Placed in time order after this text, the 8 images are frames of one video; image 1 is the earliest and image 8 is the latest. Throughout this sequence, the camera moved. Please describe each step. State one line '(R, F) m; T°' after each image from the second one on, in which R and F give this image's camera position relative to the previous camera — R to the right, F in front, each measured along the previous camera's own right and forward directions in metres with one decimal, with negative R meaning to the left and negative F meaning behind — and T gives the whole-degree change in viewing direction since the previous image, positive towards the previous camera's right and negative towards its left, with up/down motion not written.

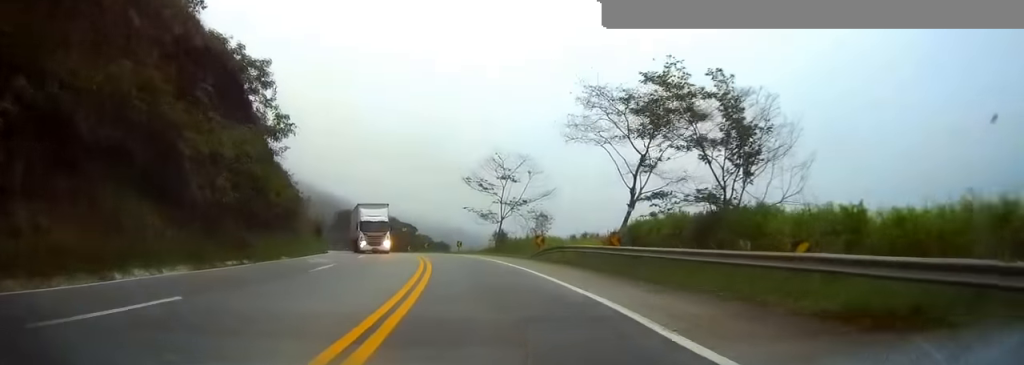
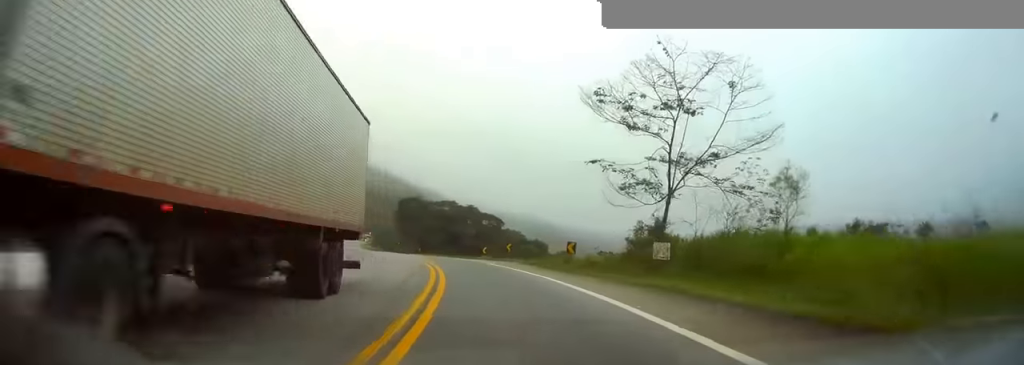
(-3.4, +36.2) m; -9°
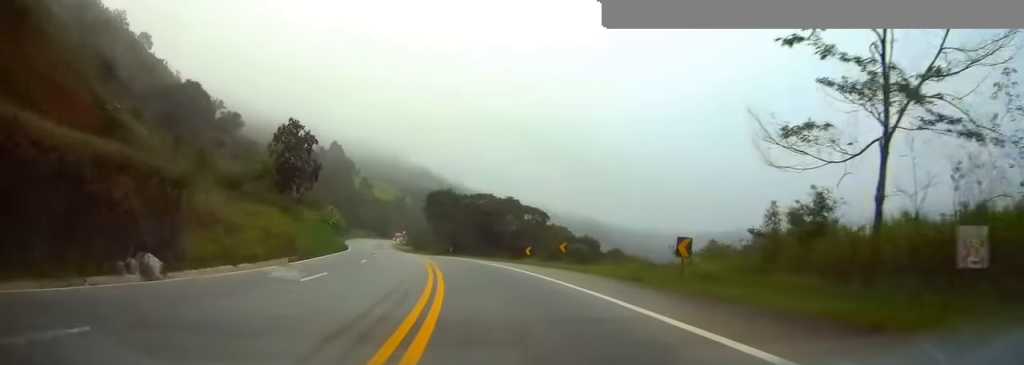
(-0.5, +15.3) m; -2°
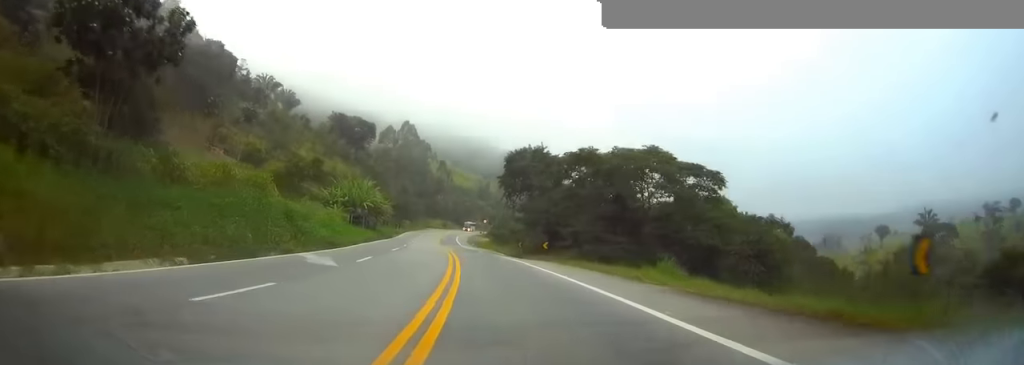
(-2.3, +40.1) m; -7°
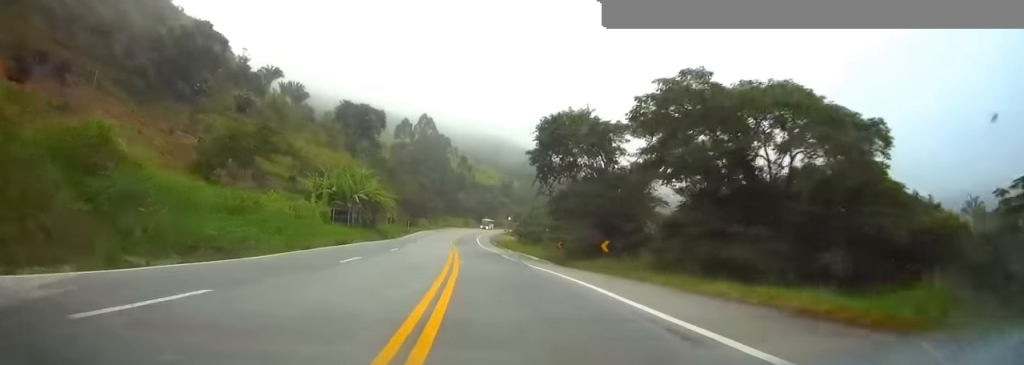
(-0.4, +19.1) m; -2°
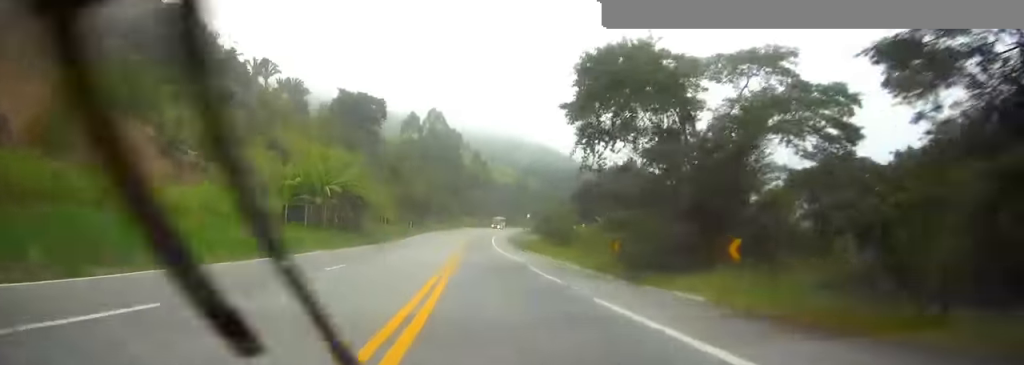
(0.0, +17.5) m; -1°
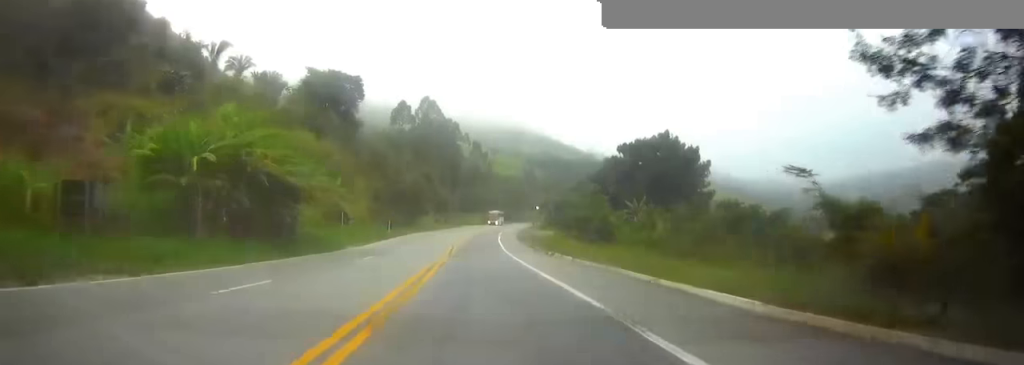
(-0.6, +24.0) m; -1°
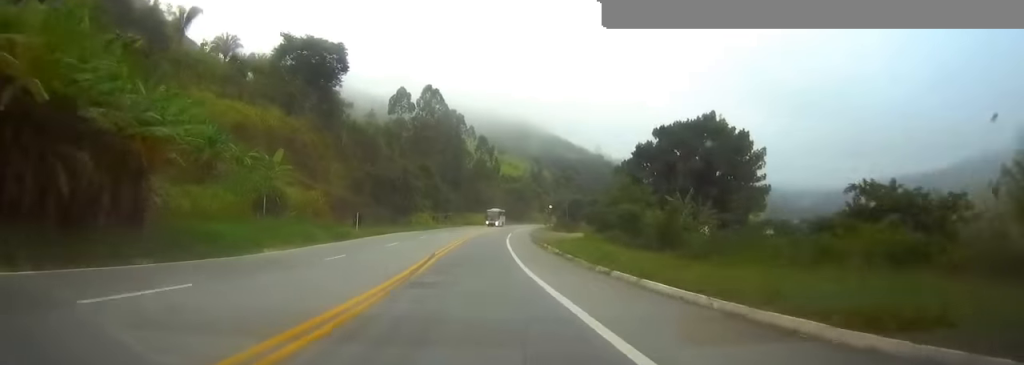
(0.0, +19.8) m; 0°
